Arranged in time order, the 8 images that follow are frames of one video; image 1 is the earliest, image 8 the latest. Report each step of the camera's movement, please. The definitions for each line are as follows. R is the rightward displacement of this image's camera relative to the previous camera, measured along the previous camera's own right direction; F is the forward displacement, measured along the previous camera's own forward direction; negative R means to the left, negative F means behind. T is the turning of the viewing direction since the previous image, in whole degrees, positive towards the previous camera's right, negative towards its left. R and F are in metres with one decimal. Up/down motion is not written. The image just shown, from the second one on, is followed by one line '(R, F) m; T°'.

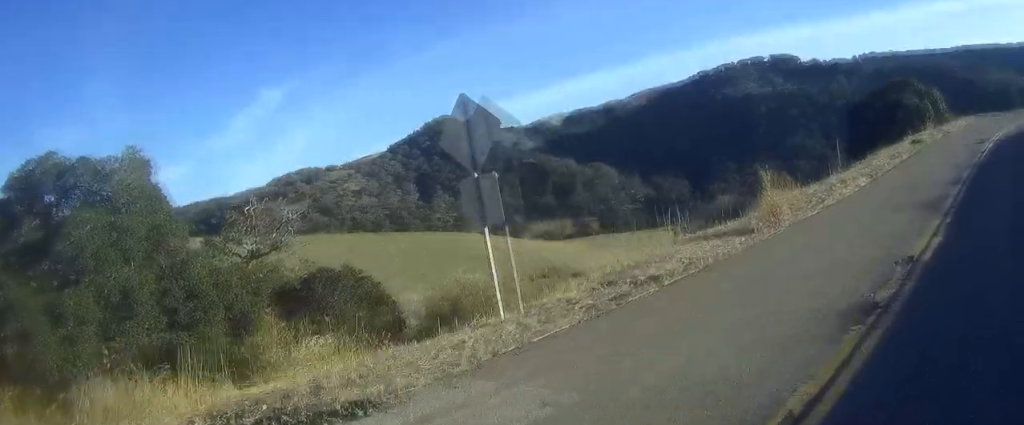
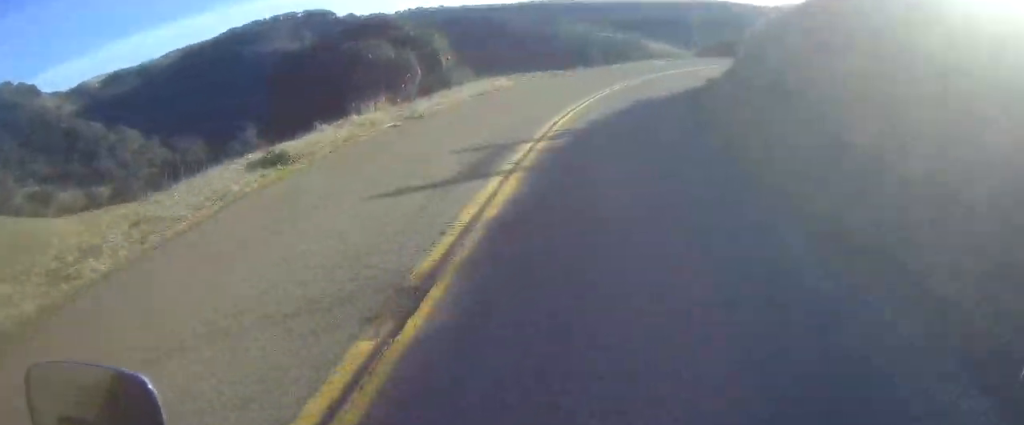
(+0.8, +19.5) m; +4°
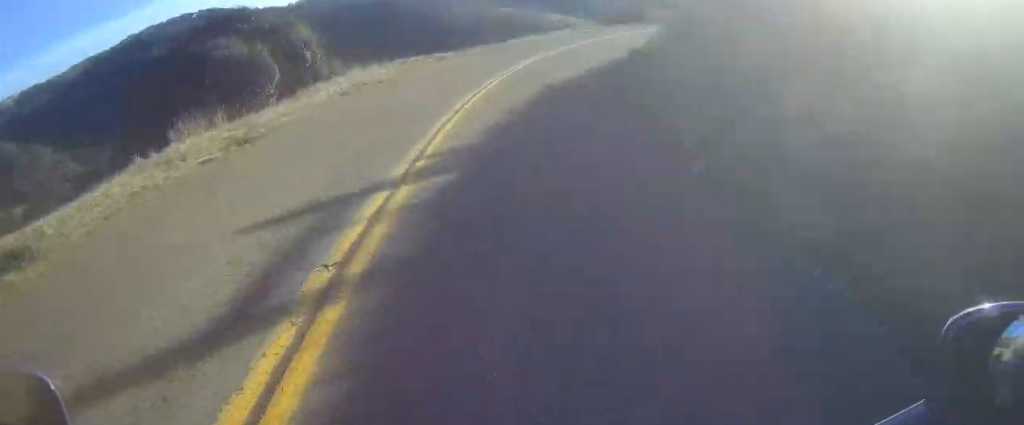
(-0.1, +5.0) m; +3°
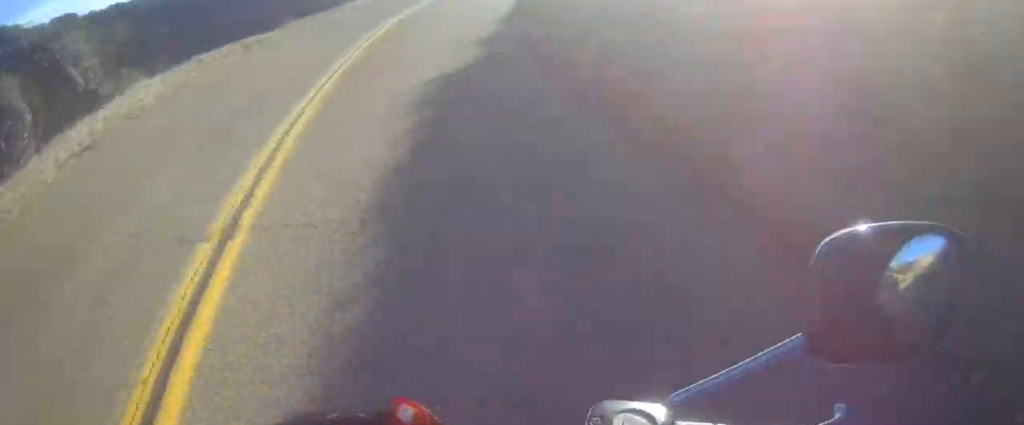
(+0.5, +7.3) m; +5°
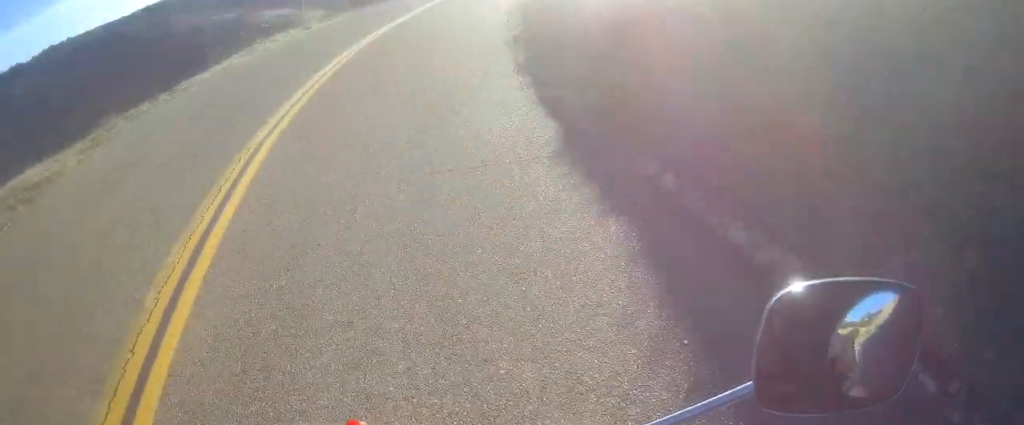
(+0.5, +9.1) m; +8°
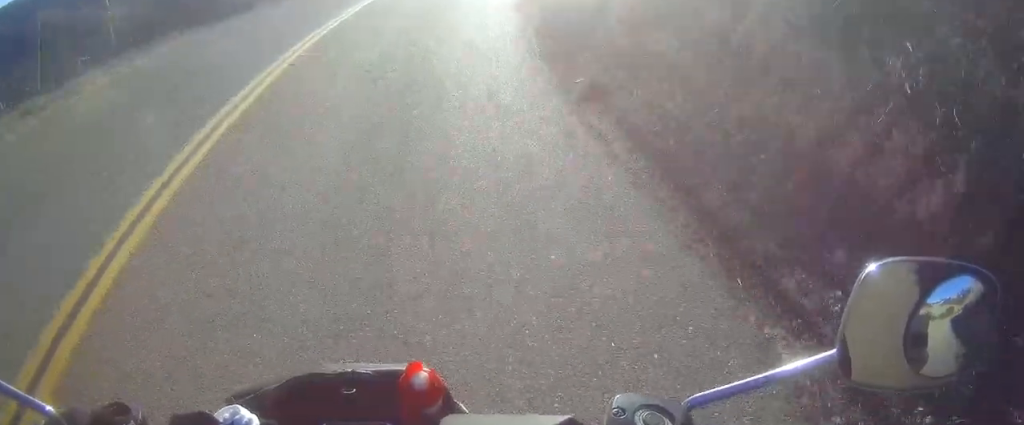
(+2.2, +14.5) m; +20°
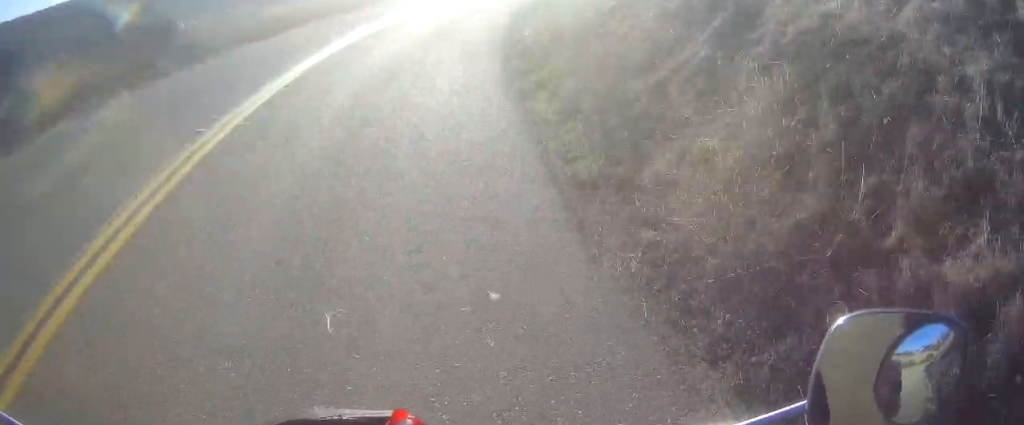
(+0.6, +7.3) m; +7°
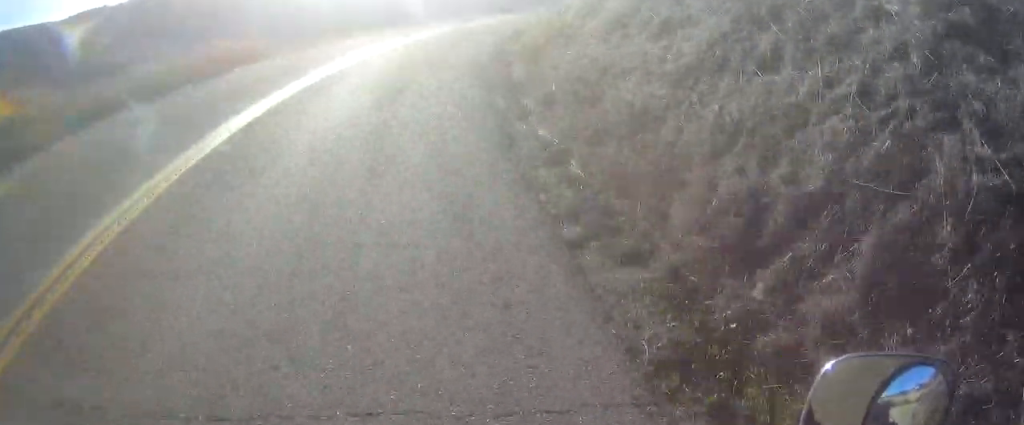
(+0.4, +6.8) m; +4°
